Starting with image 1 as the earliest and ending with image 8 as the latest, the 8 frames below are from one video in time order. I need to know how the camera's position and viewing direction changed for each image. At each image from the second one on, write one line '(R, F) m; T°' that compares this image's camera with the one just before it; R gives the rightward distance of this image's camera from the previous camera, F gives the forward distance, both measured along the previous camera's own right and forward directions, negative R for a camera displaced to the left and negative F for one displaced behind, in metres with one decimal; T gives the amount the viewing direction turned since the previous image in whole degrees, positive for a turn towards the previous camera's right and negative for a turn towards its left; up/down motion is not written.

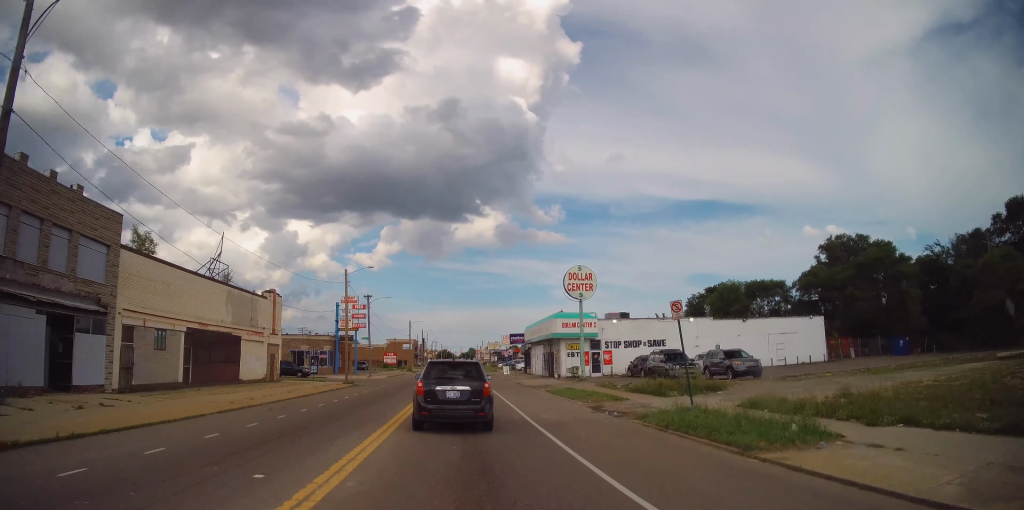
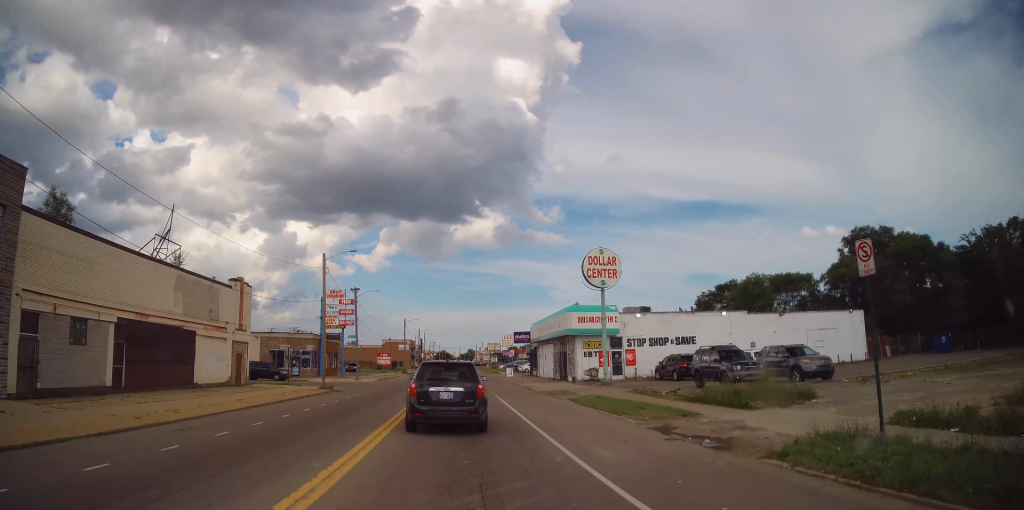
(+0.1, +6.6) m; 0°
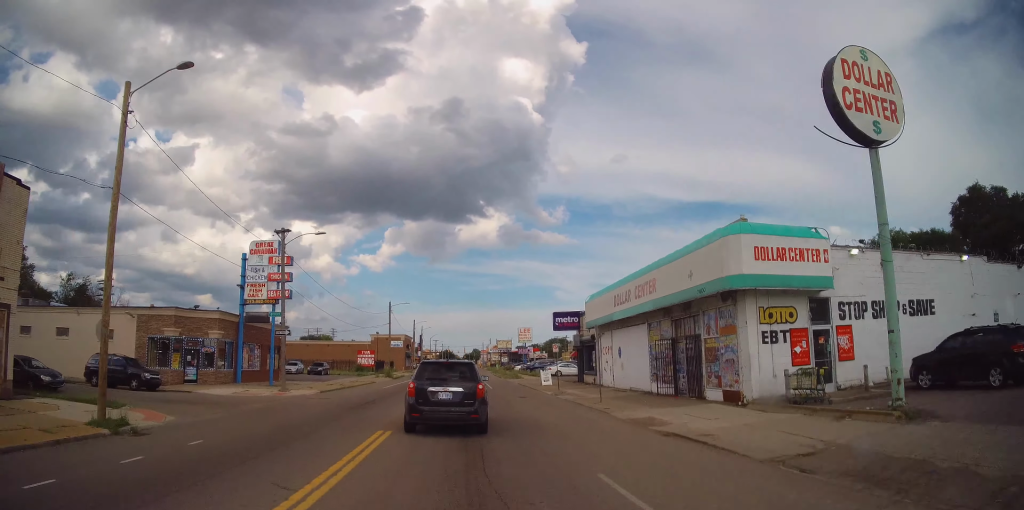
(+0.2, +23.1) m; +3°
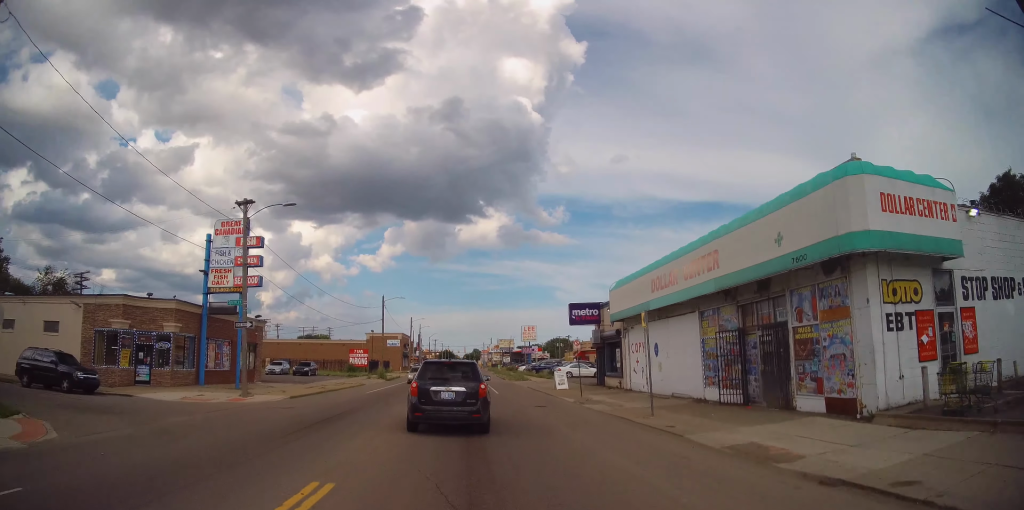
(0.0, +5.5) m; 0°
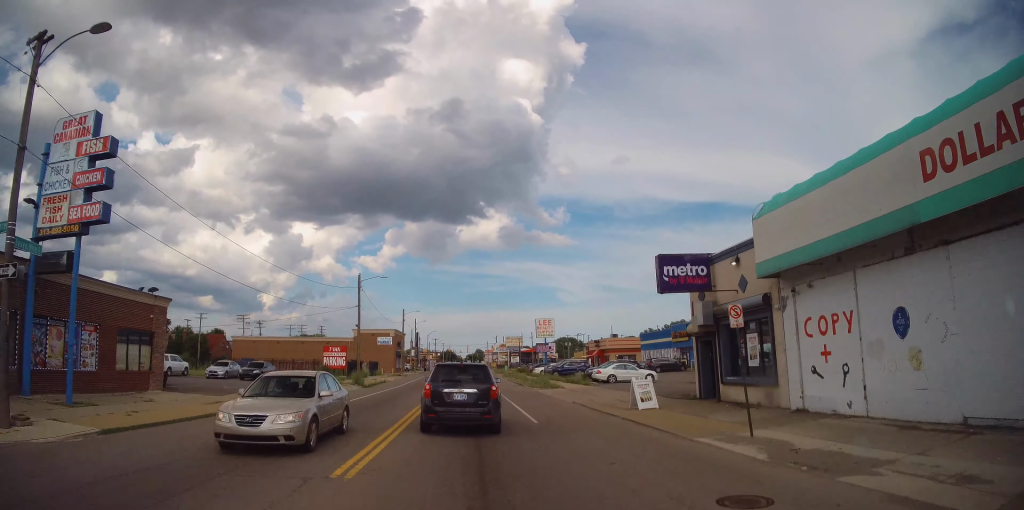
(-0.3, +14.5) m; -3°
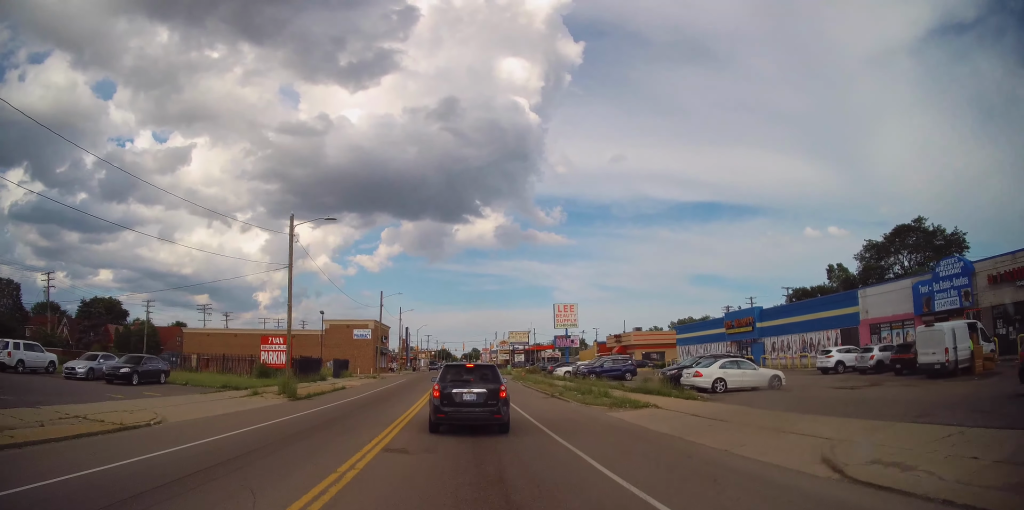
(+0.1, +17.1) m; +3°
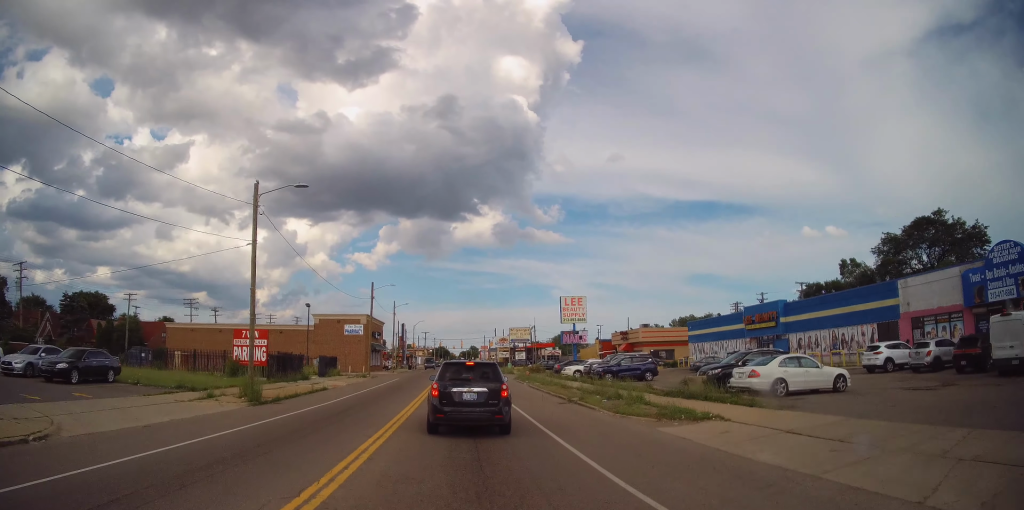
(0.0, +4.4) m; 0°
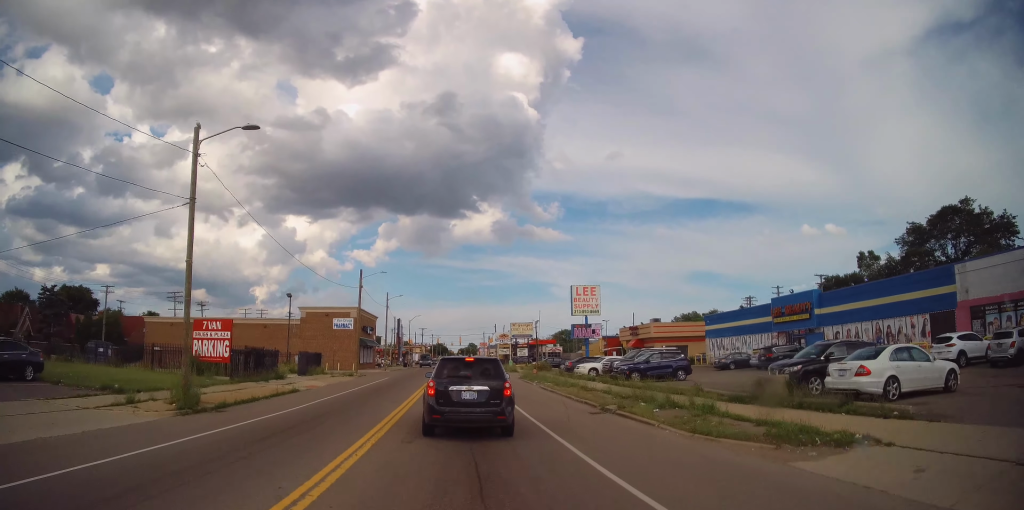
(0.0, +5.3) m; 0°
